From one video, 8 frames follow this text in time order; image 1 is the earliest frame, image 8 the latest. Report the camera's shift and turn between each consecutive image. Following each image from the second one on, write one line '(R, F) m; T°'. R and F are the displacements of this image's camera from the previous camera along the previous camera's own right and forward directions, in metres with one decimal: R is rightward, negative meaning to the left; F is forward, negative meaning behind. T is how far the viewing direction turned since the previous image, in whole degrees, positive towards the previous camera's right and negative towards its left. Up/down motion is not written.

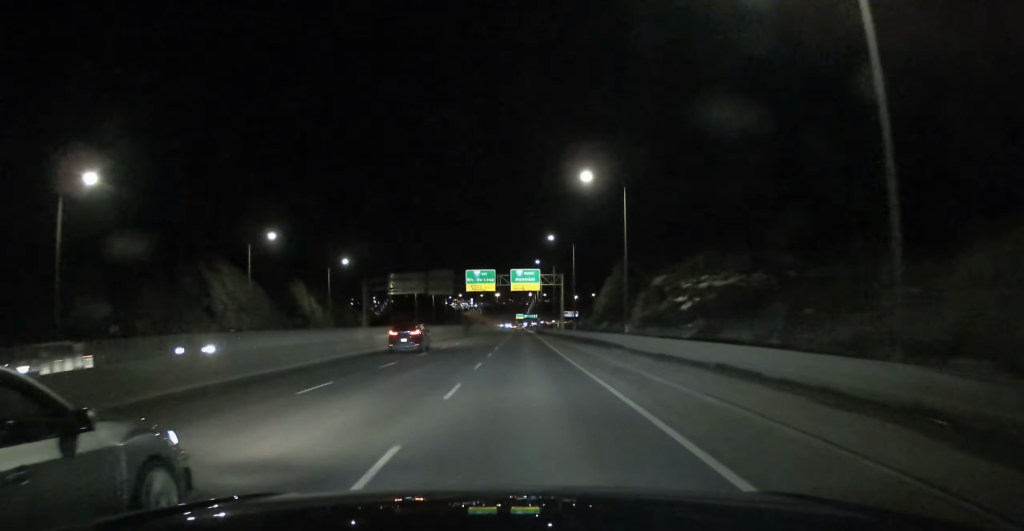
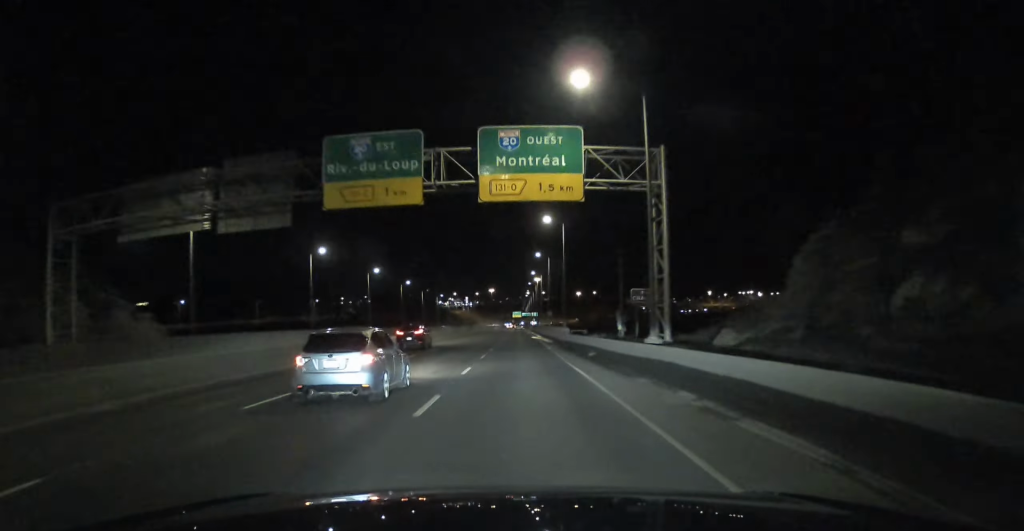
(-0.2, +53.6) m; 0°
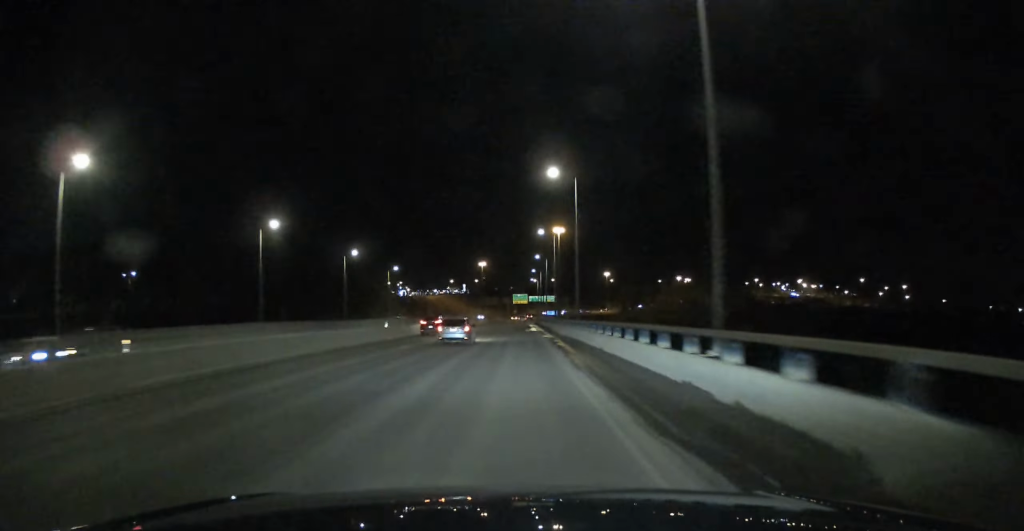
(-0.2, +152.8) m; 0°
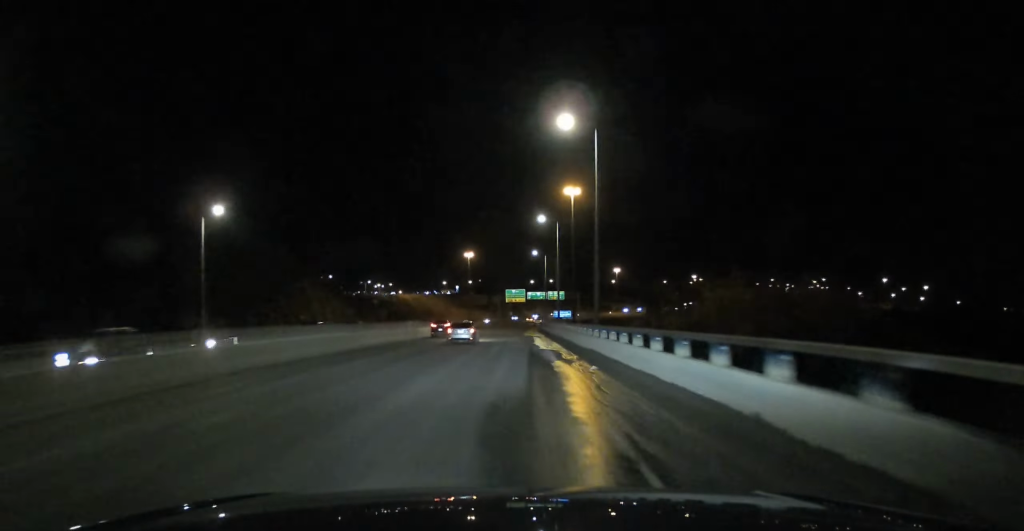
(-0.5, +79.1) m; +1°
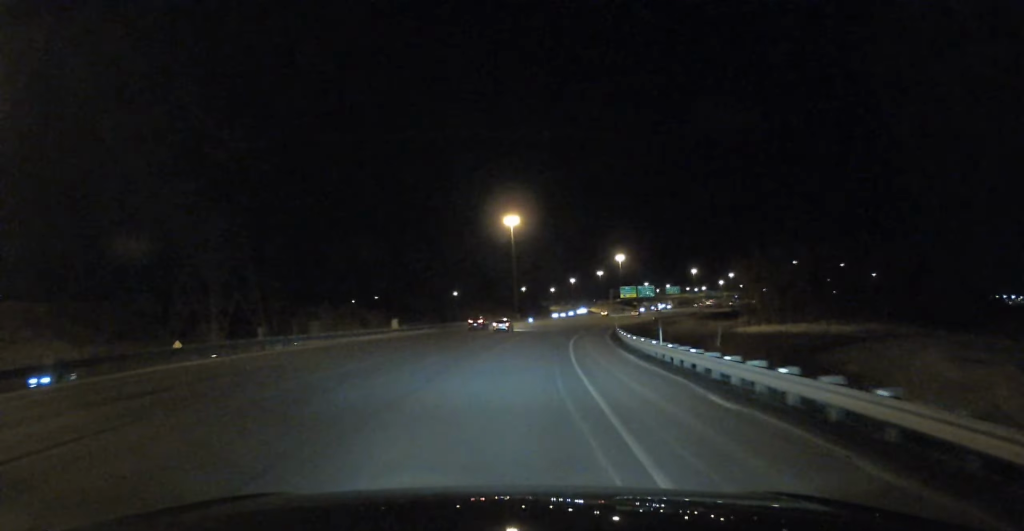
(+24.6, +284.4) m; +16°
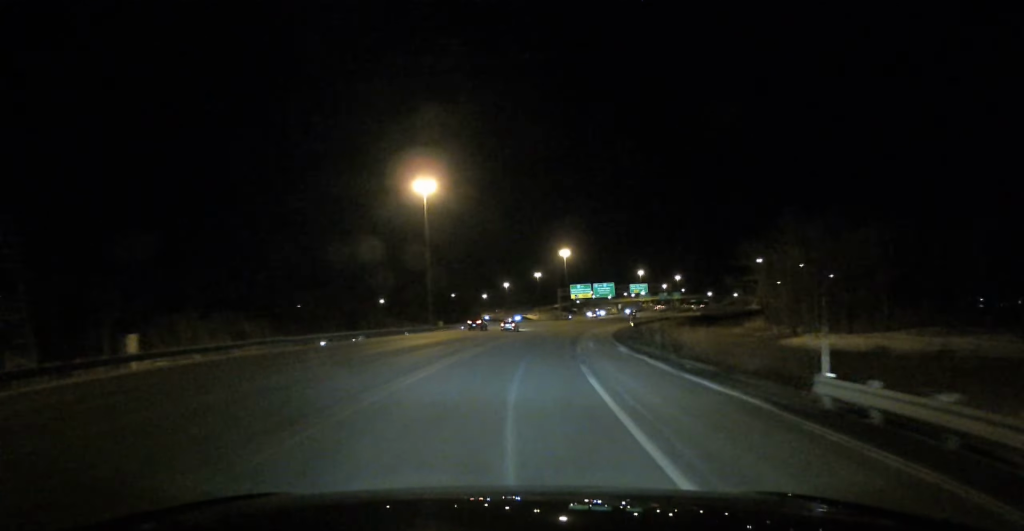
(-0.4, +54.7) m; +6°
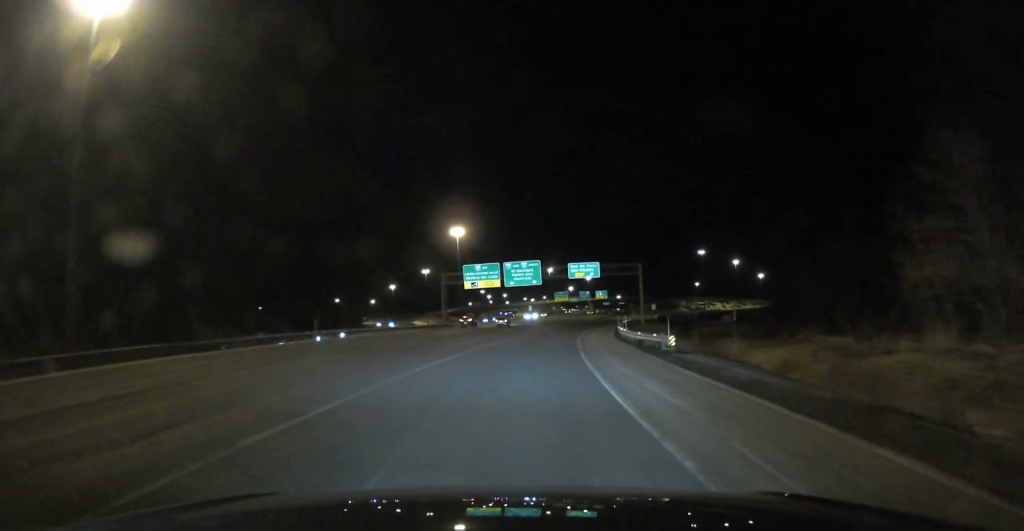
(+9.3, +79.3) m; +9°
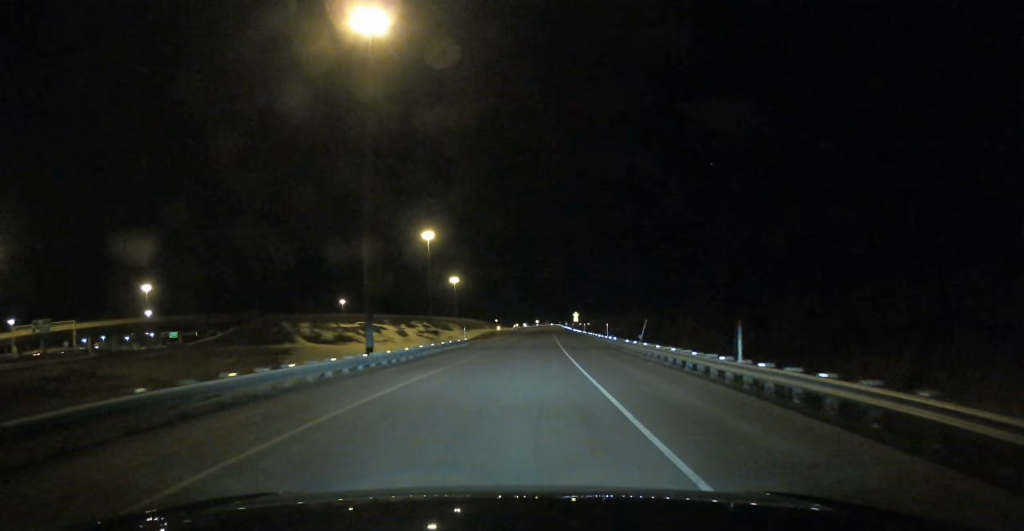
(+73.4, +267.0) m; +28°
